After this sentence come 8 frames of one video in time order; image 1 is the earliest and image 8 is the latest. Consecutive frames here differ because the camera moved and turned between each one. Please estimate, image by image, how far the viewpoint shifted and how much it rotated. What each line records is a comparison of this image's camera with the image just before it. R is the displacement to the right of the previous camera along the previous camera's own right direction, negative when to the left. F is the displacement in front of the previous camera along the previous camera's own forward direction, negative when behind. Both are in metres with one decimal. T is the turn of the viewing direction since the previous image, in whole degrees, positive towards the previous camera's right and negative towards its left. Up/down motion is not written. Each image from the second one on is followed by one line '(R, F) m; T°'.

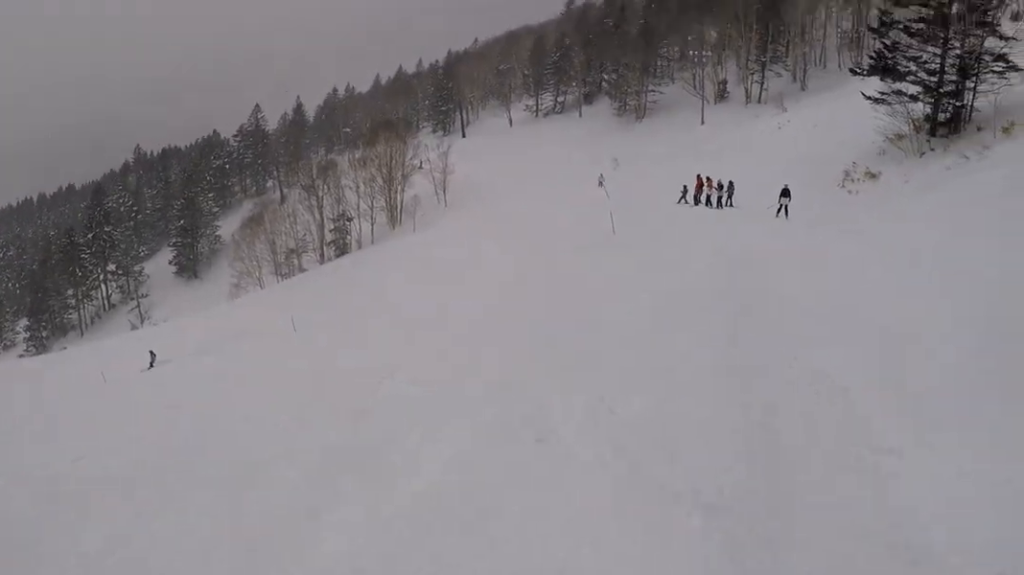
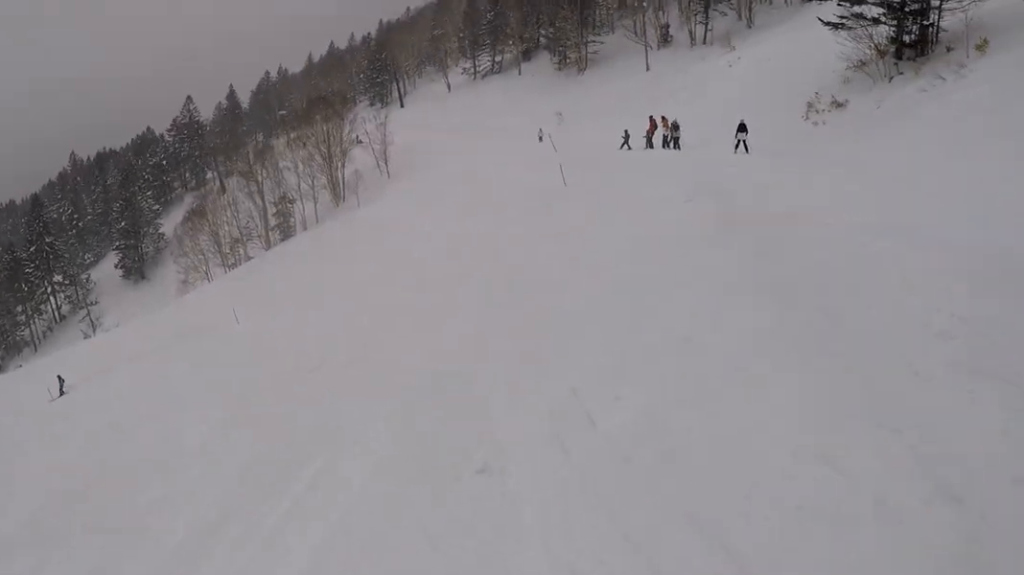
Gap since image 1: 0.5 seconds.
(0.0, +2.3) m; +5°
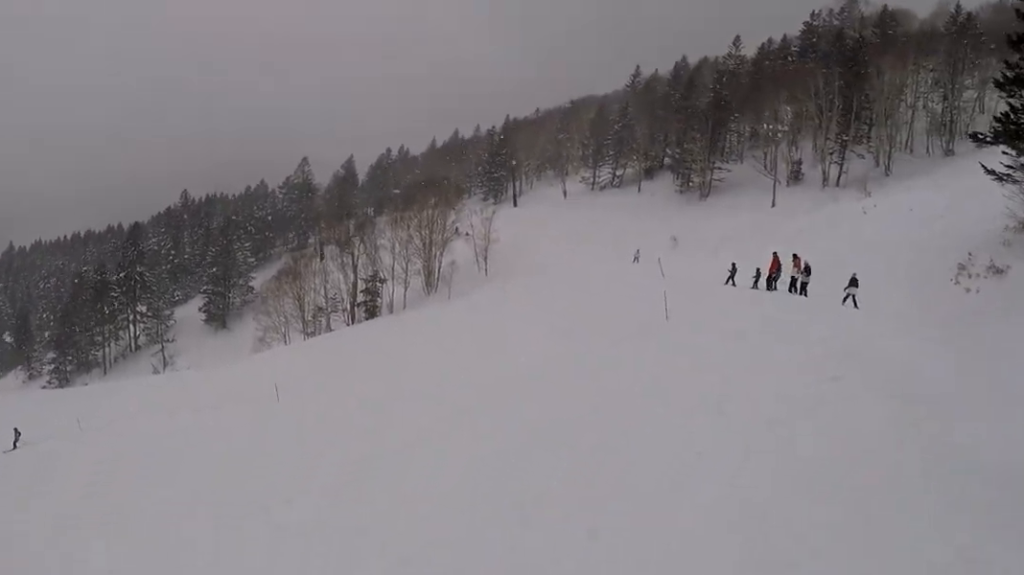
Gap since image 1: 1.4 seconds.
(+0.3, +4.6) m; +8°
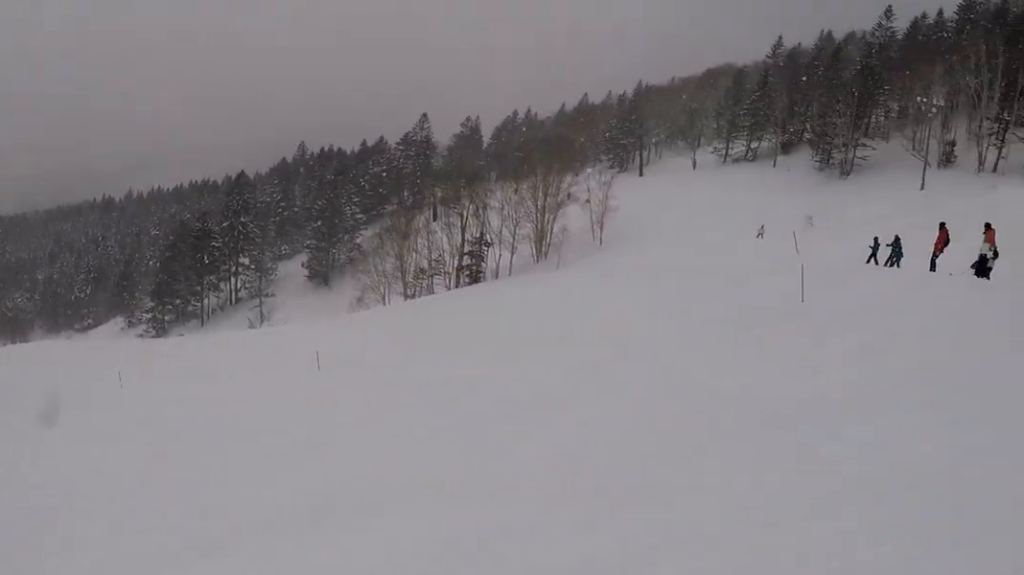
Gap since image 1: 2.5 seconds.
(+0.3, +6.3) m; -5°
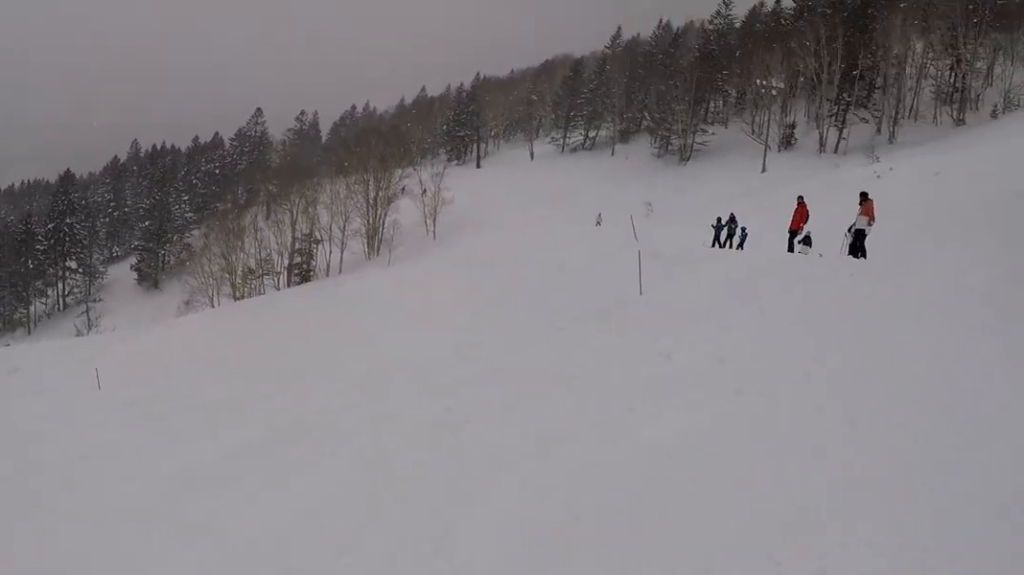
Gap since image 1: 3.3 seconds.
(-0.4, +4.0) m; -8°
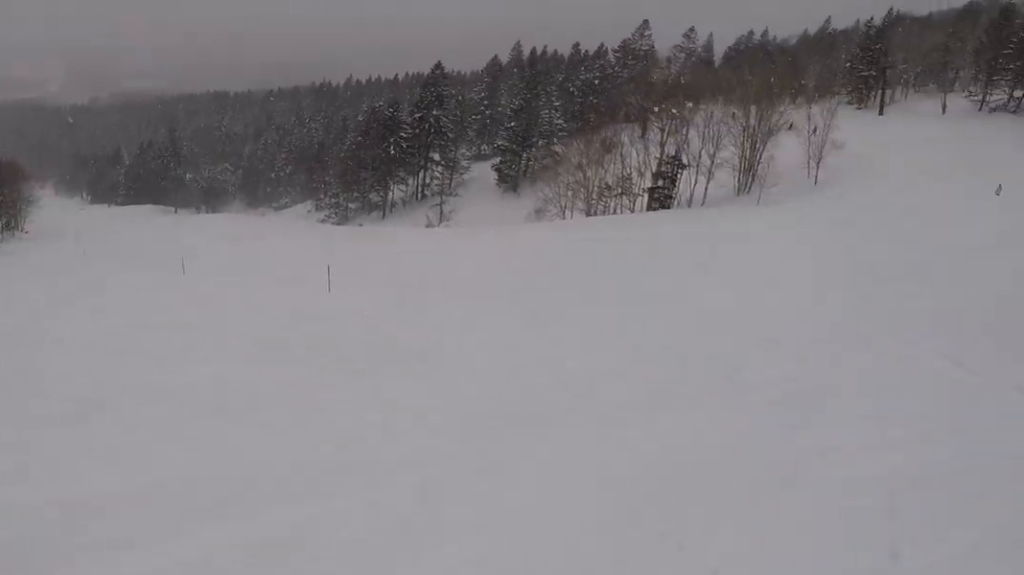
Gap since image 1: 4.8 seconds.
(-0.3, +8.6) m; -2°
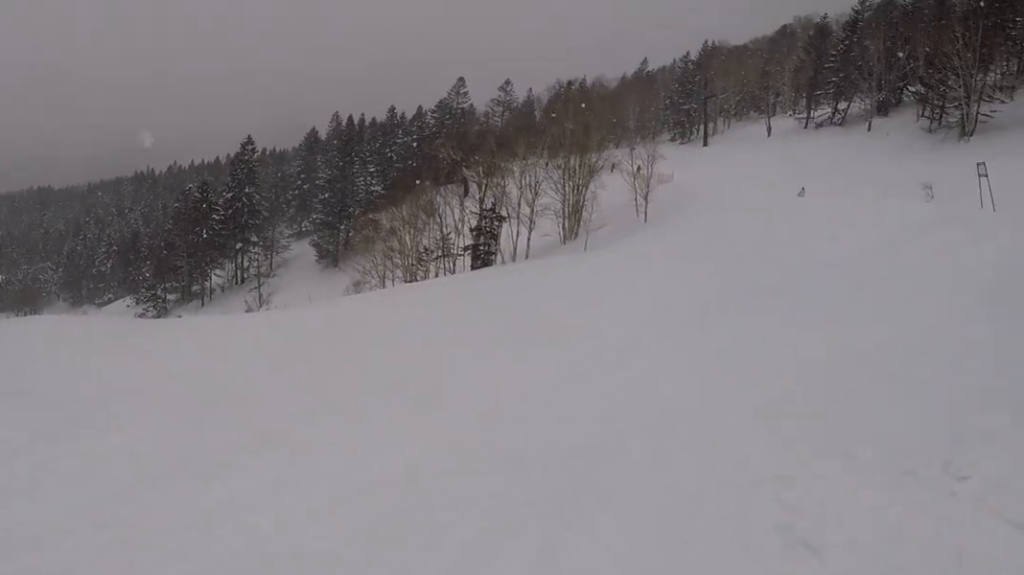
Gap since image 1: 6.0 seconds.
(0.0, +6.9) m; -1°
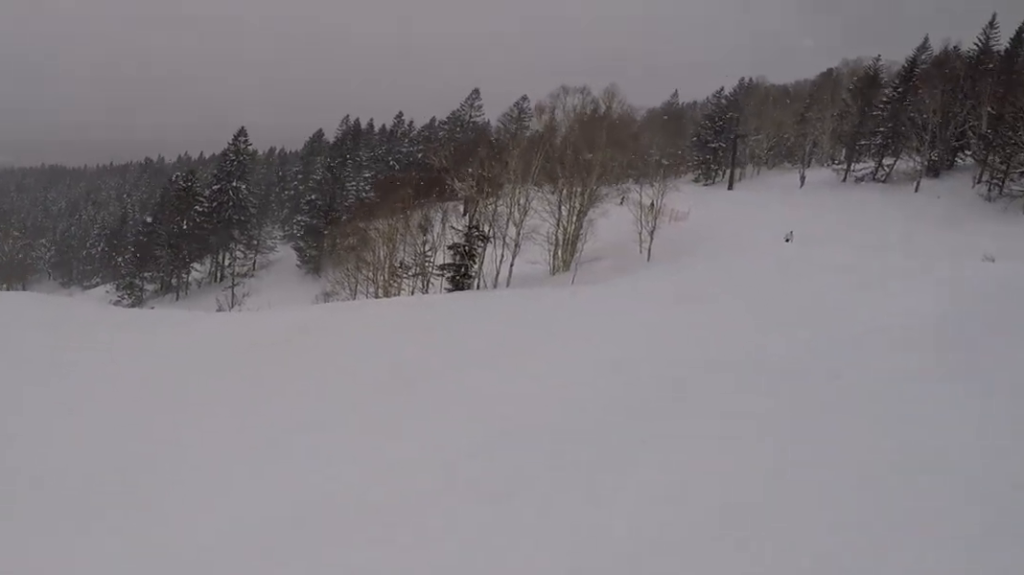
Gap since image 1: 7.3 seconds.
(-0.6, +7.9) m; -16°
